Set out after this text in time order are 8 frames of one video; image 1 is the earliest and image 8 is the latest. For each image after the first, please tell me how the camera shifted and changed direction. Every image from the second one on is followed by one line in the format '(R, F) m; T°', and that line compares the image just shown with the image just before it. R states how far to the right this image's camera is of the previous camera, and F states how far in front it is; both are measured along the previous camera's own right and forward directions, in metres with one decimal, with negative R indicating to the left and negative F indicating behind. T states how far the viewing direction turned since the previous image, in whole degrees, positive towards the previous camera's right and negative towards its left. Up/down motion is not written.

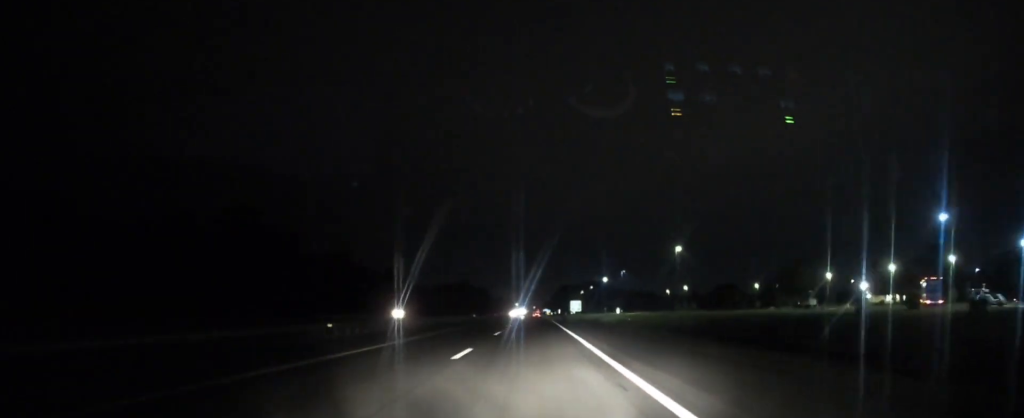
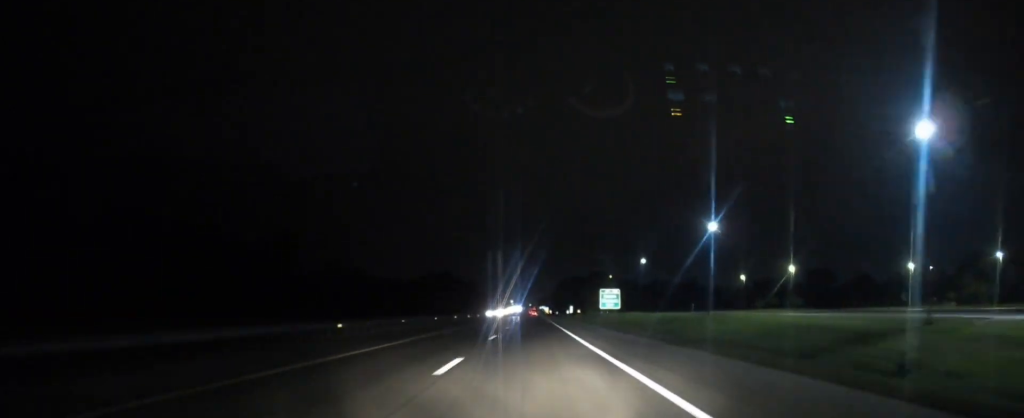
(-0.5, +120.4) m; 0°
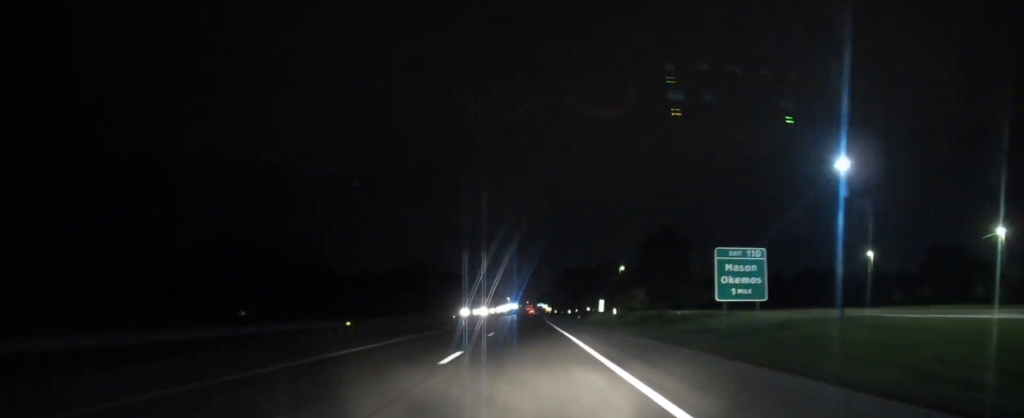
(+0.2, +69.8) m; 0°
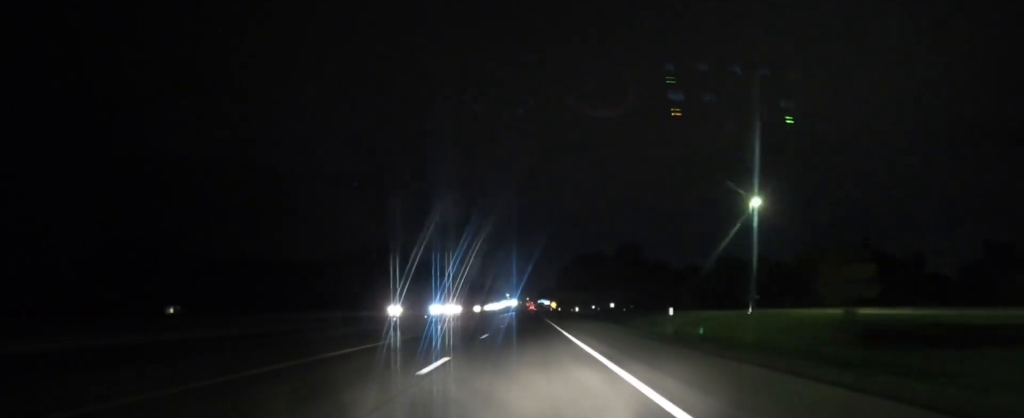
(+0.2, +72.0) m; 0°
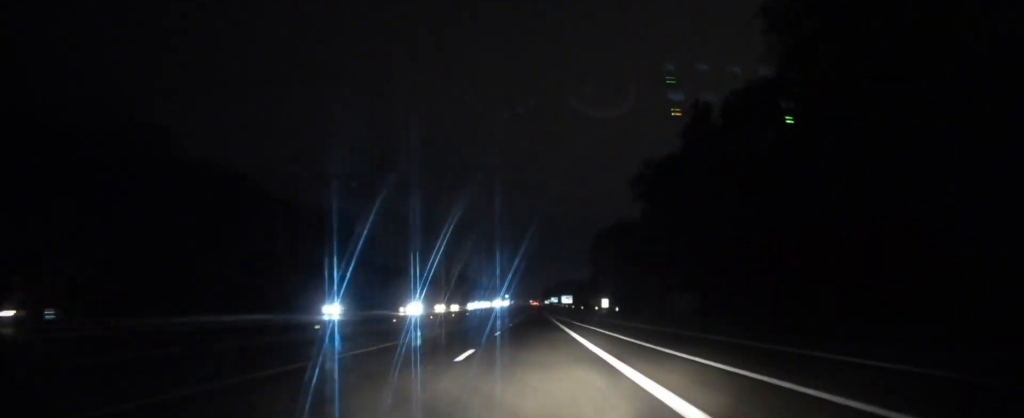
(-0.5, +291.6) m; 0°
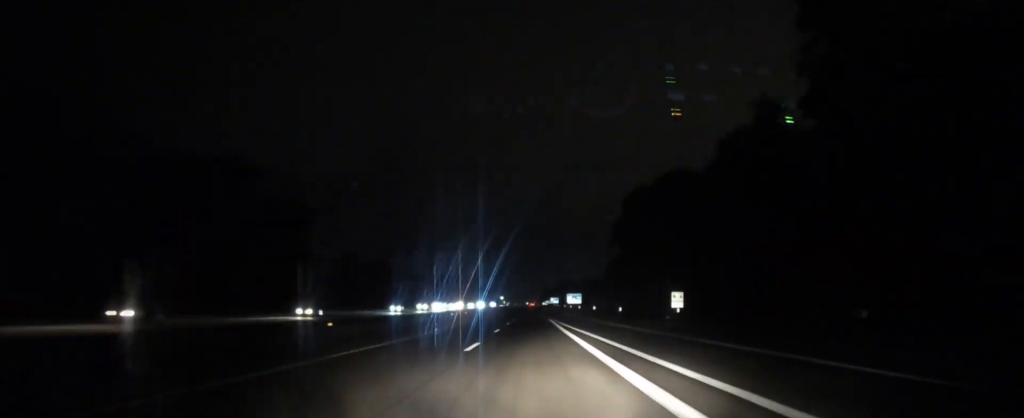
(+0.1, +86.2) m; 0°
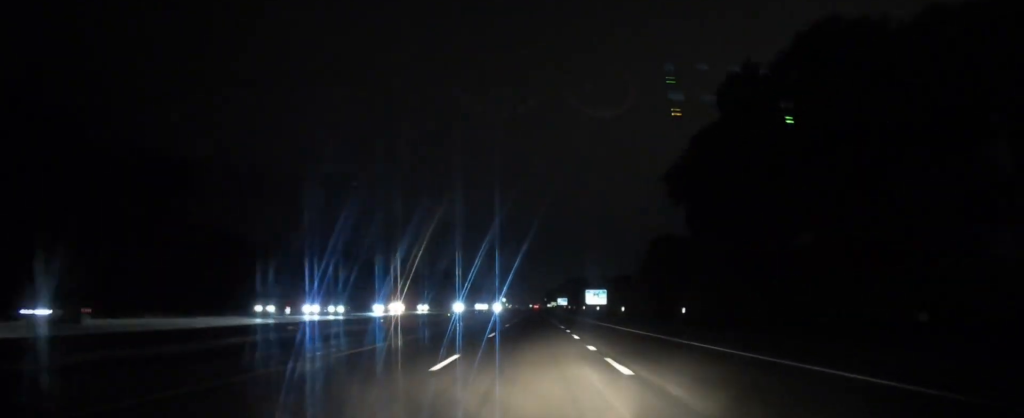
(0.0, +73.9) m; 0°
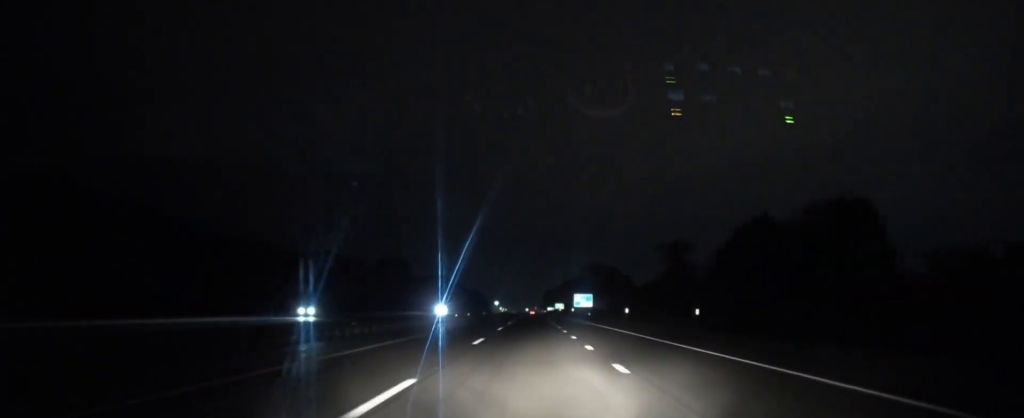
(0.0, +146.9) m; 0°
